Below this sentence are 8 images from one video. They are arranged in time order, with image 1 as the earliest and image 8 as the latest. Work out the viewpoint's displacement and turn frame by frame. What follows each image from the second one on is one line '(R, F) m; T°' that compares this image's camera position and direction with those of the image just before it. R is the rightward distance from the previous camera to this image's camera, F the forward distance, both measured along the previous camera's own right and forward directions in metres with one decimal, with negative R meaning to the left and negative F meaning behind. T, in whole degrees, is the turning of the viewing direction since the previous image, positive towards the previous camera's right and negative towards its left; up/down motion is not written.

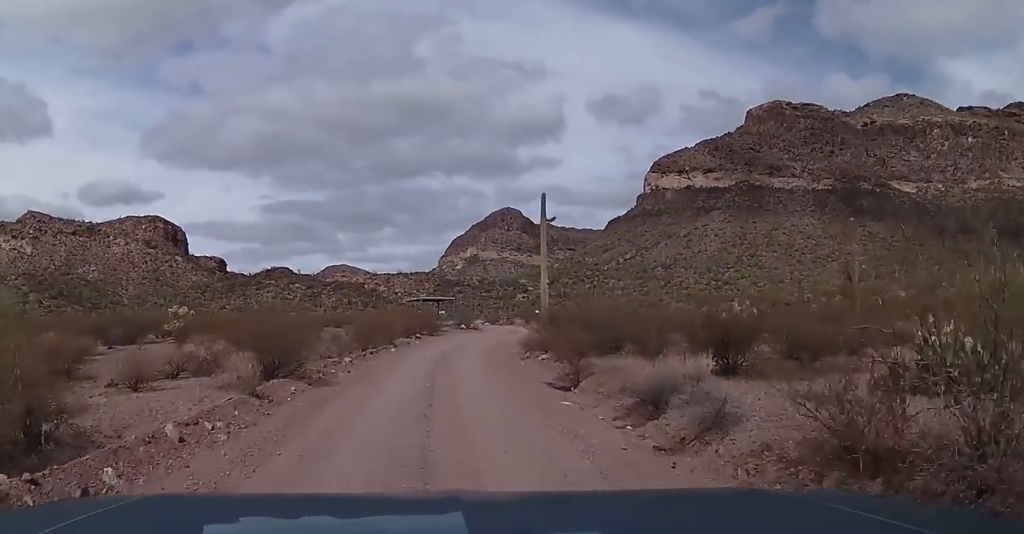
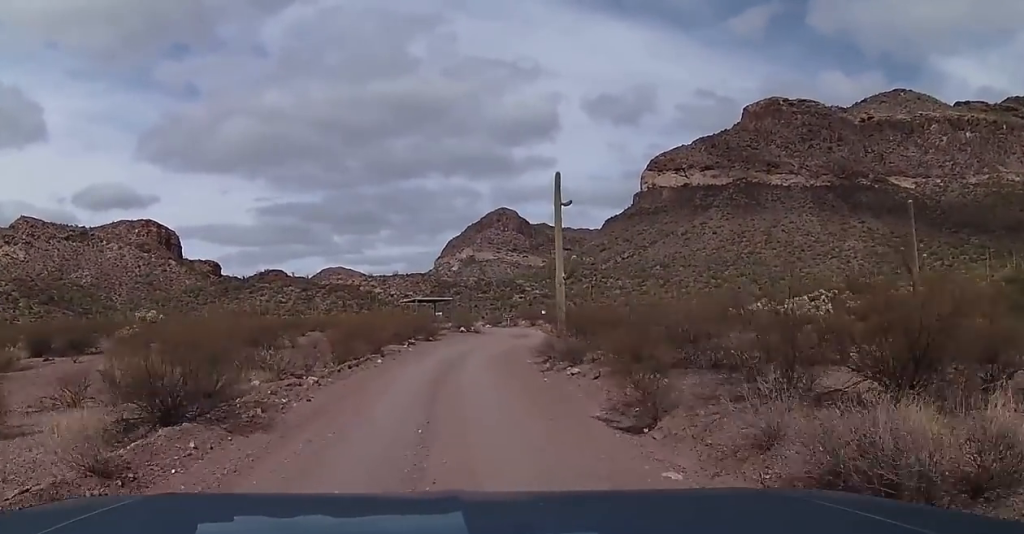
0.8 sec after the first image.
(-0.2, +5.8) m; -1°
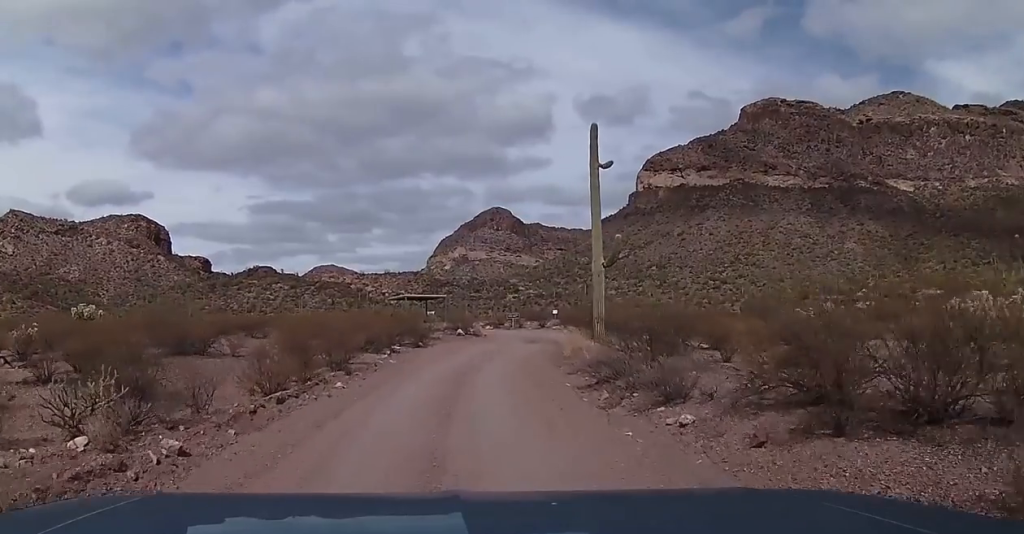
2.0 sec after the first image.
(+0.3, +8.2) m; +6°
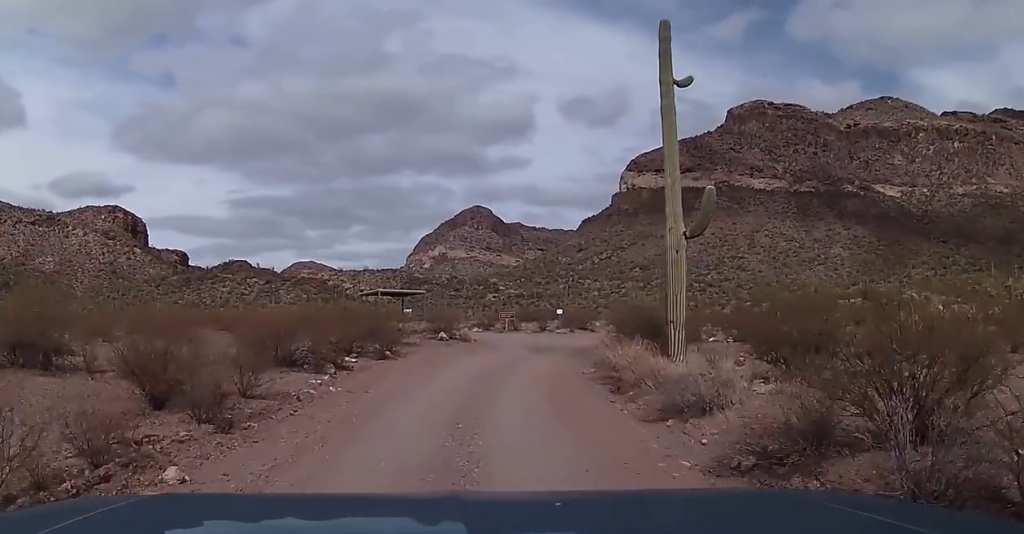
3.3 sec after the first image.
(+0.4, +9.2) m; -1°
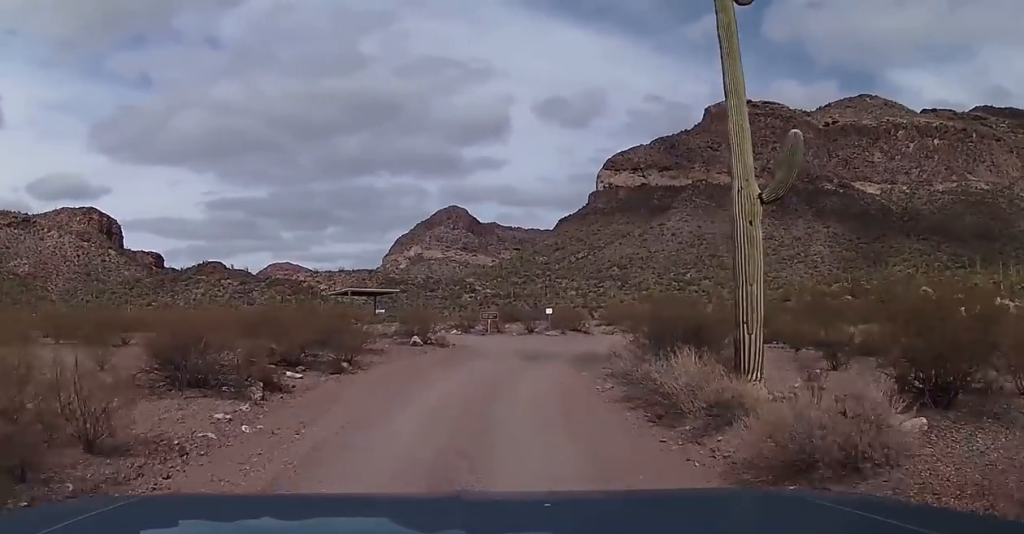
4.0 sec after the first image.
(-0.2, +4.9) m; 0°
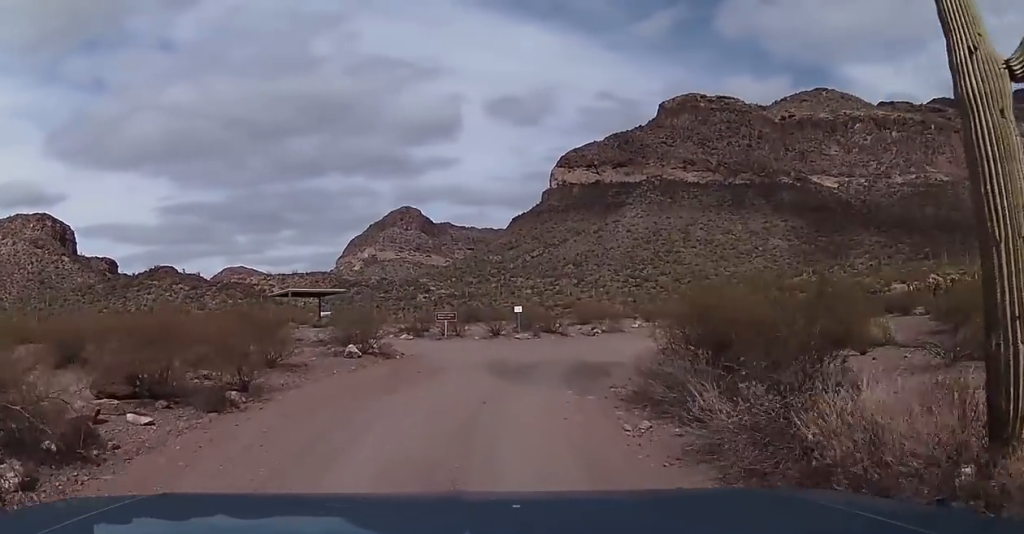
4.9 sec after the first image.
(0.0, +6.1) m; +4°
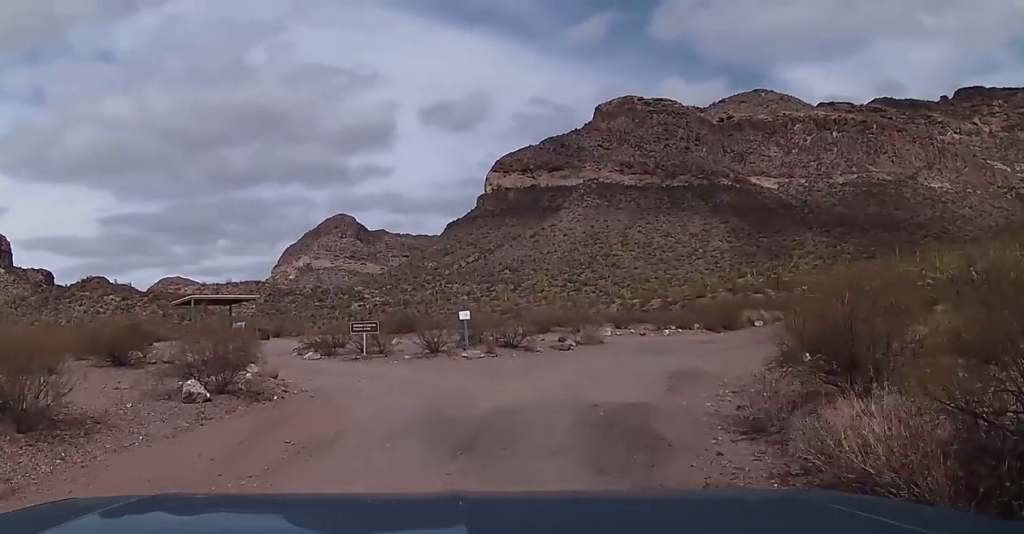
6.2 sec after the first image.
(+0.9, +8.4) m; +8°
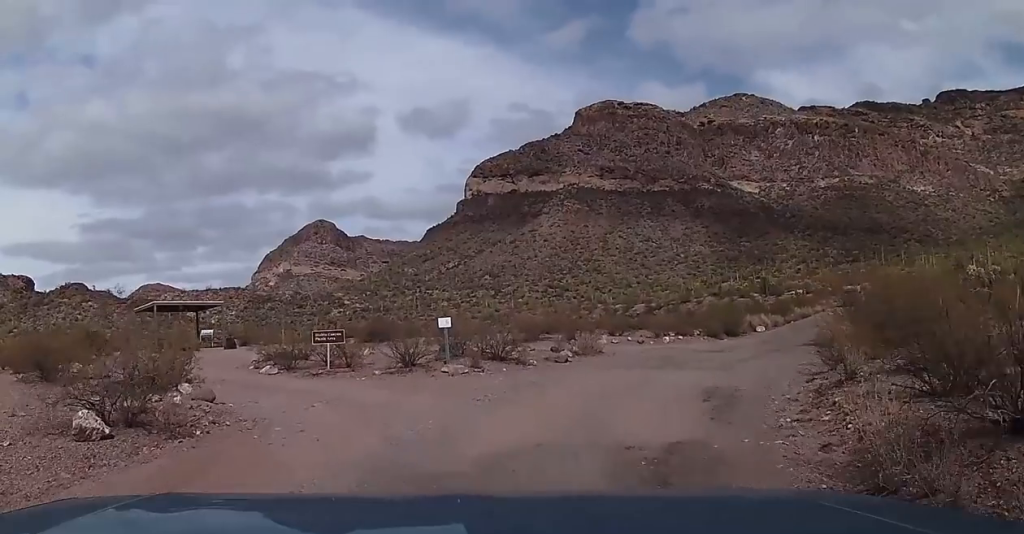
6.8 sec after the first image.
(+0.1, +3.4) m; 0°
